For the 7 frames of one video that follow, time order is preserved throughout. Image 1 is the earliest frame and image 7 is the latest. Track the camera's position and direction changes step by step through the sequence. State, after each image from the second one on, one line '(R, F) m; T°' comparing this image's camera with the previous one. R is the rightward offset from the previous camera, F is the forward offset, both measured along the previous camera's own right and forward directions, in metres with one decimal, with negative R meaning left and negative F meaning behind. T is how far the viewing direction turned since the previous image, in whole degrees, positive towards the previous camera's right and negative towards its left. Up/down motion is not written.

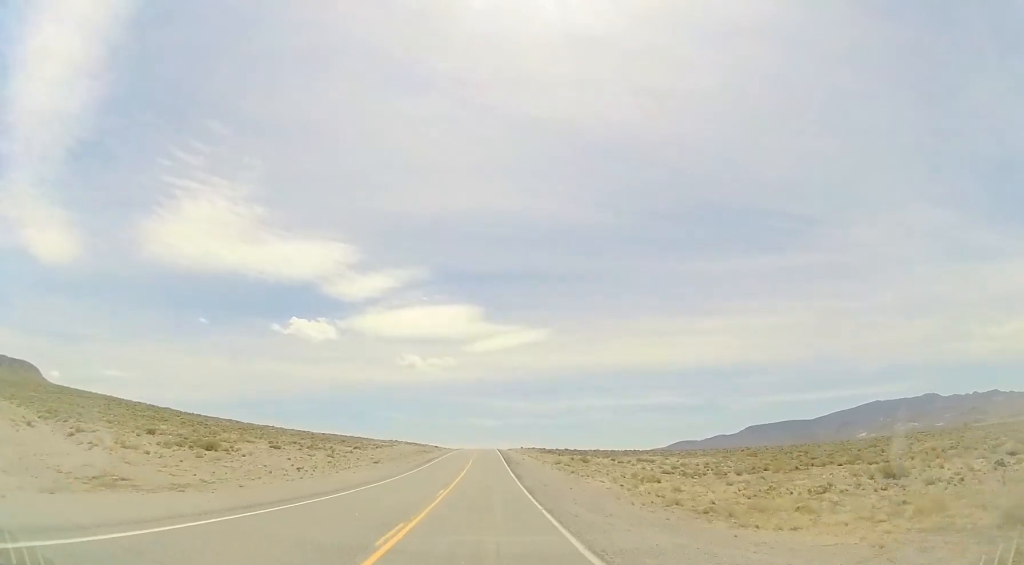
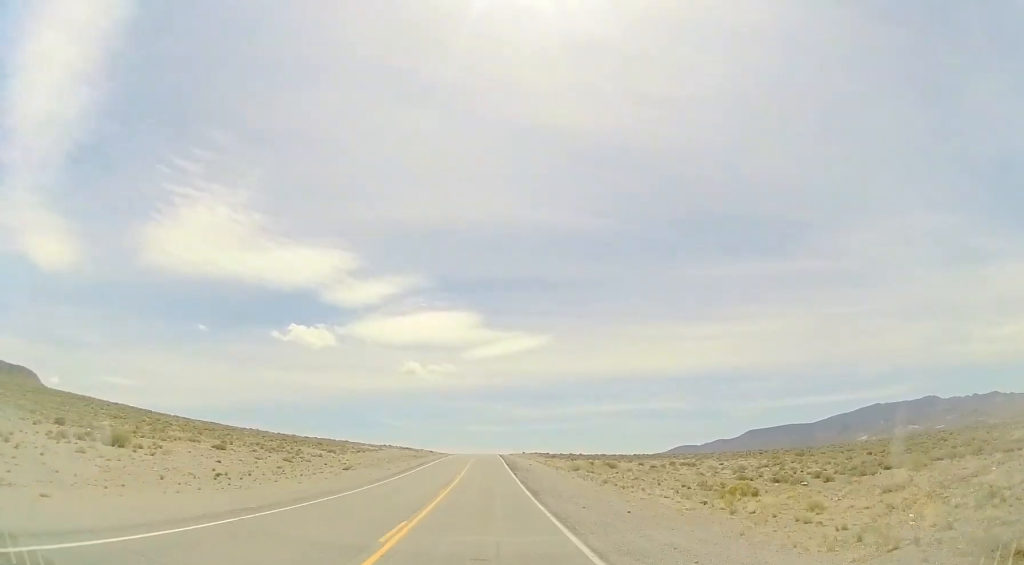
(0.0, +11.8) m; 0°
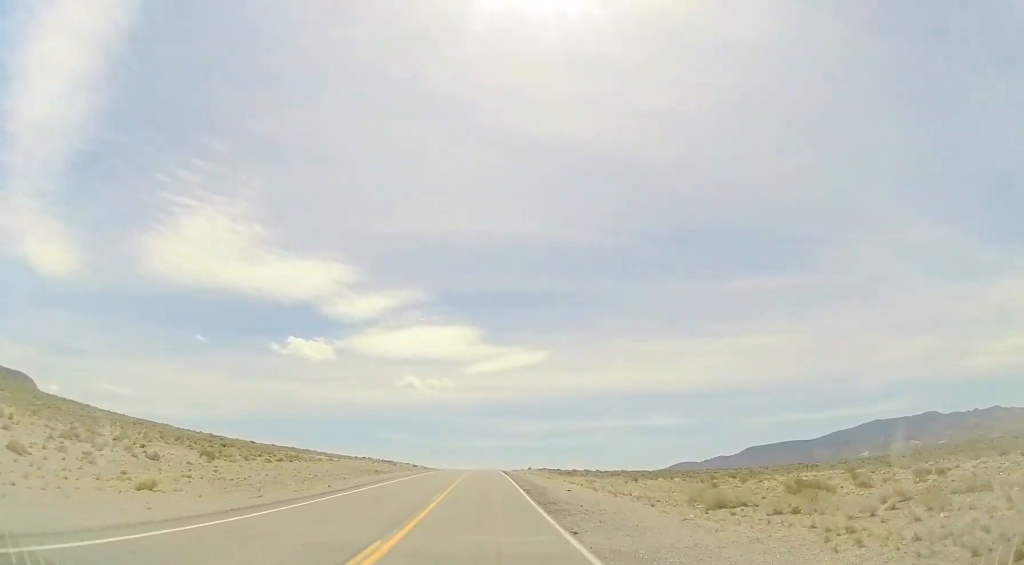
(0.0, +28.1) m; +1°
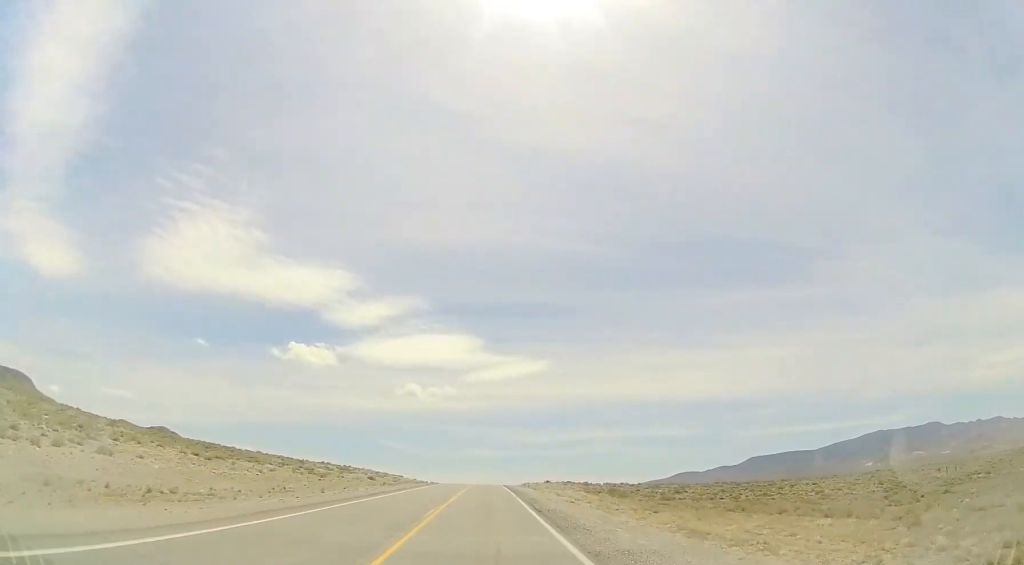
(+1.1, +39.5) m; +1°
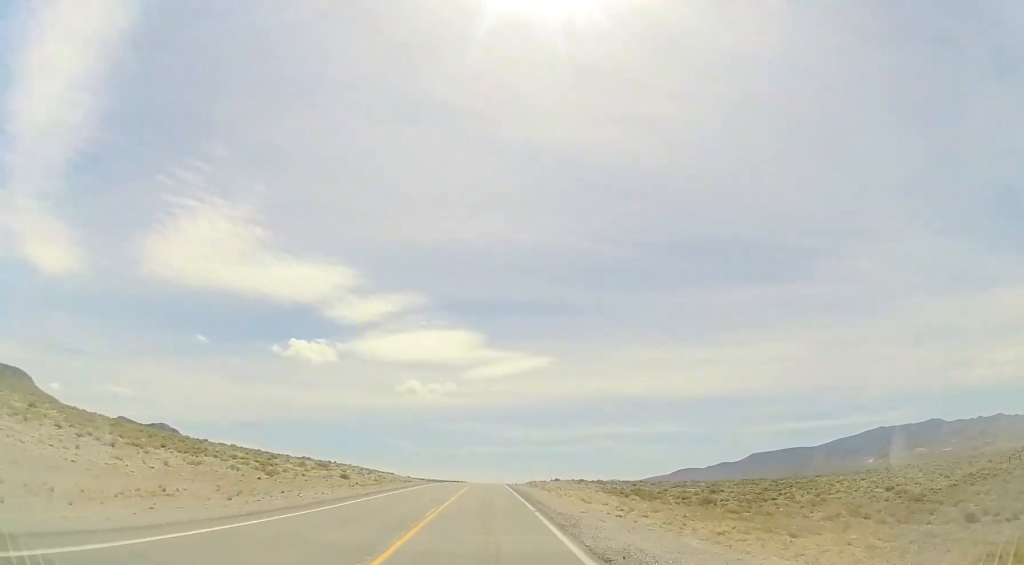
(-0.2, +12.5) m; -1°
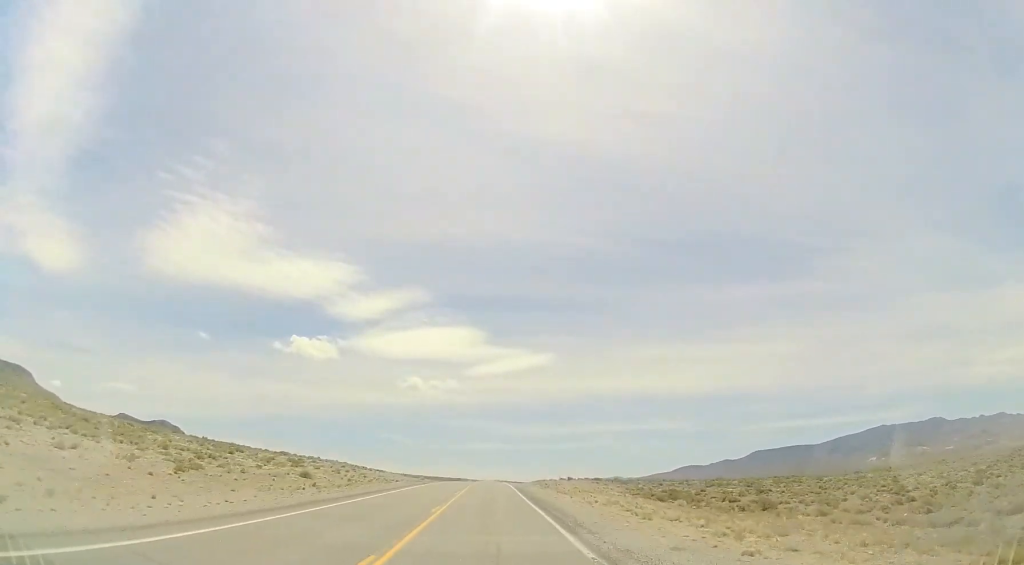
(-0.3, +11.7) m; 0°
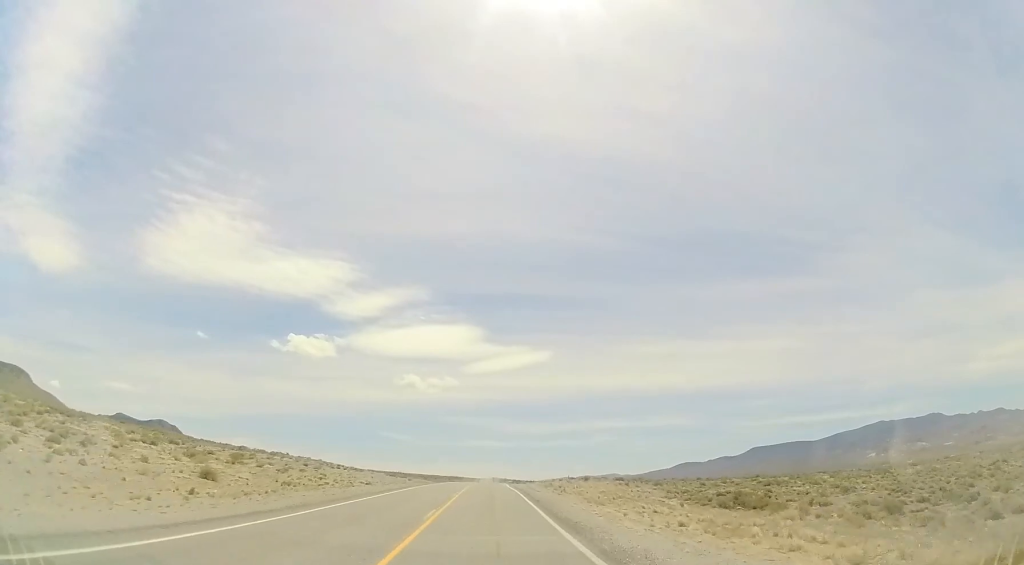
(+0.1, +14.8) m; 0°
